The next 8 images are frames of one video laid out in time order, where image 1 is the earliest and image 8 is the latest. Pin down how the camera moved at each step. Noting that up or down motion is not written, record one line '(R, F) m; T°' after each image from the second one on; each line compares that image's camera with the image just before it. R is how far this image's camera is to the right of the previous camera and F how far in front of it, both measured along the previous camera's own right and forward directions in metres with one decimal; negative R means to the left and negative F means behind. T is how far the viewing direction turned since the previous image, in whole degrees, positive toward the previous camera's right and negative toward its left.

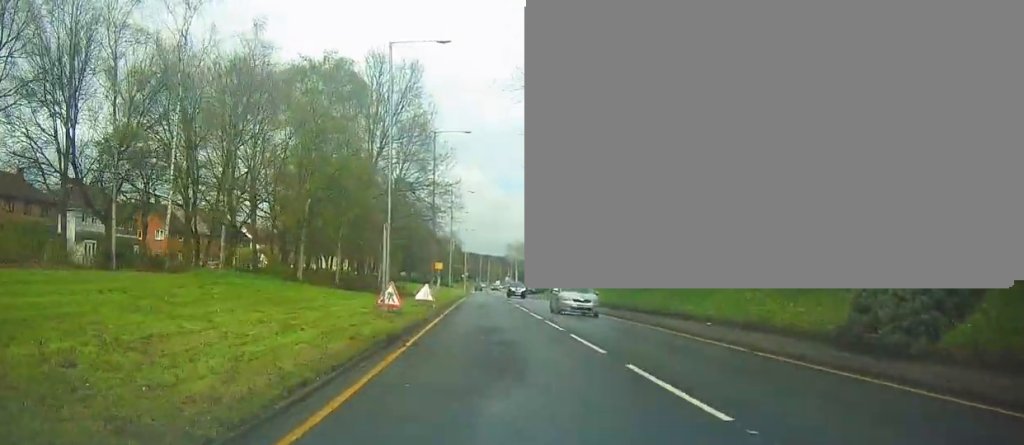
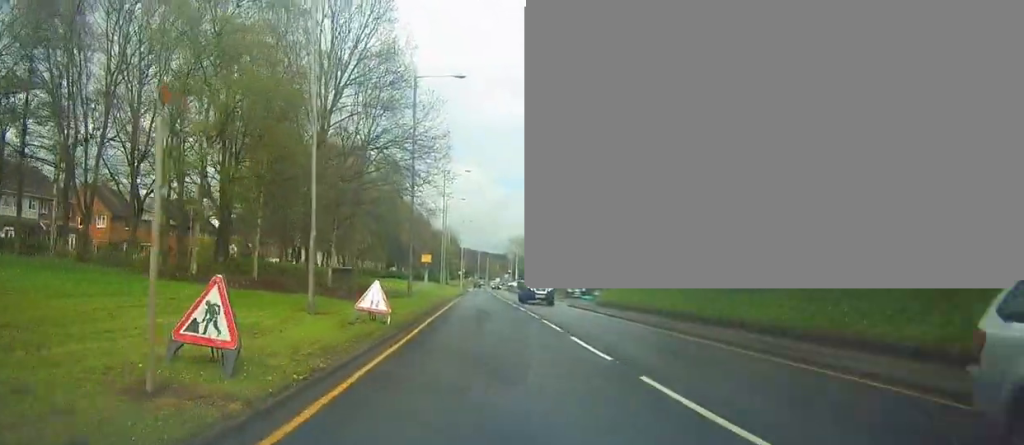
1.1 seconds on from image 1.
(+0.2, +13.0) m; +2°
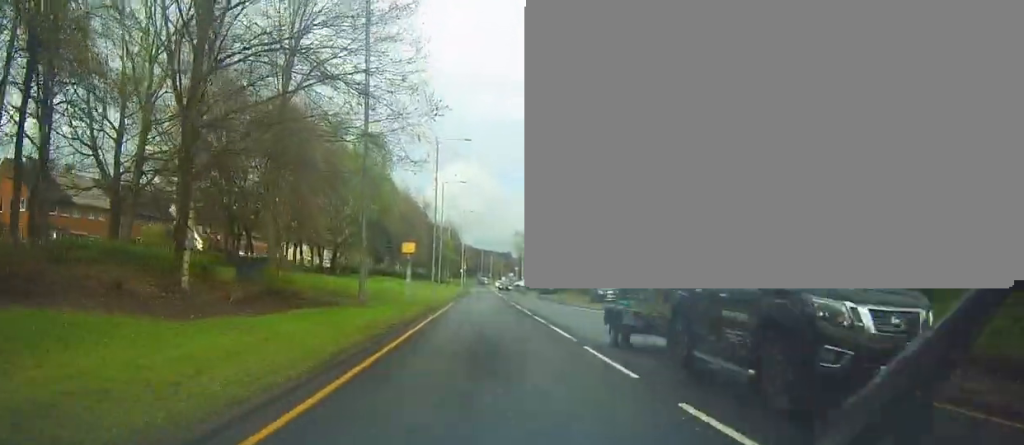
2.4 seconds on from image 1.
(0.0, +14.3) m; 0°
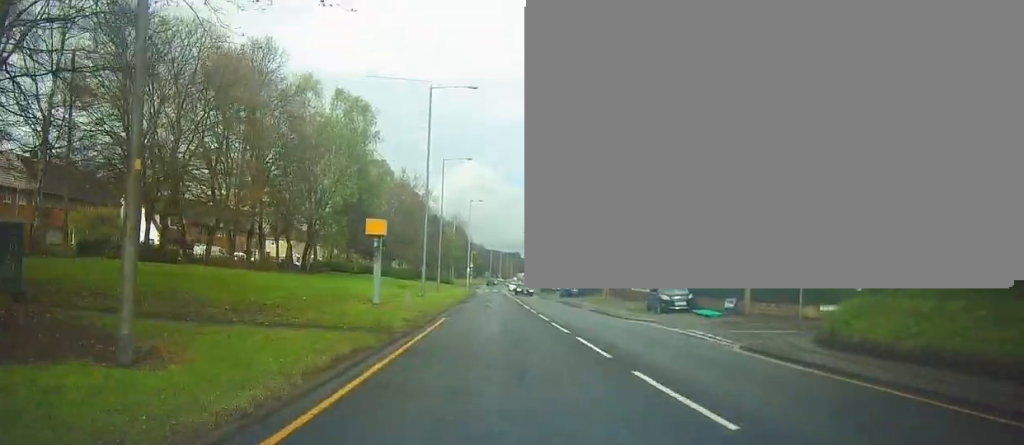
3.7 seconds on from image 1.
(-0.2, +14.7) m; -2°
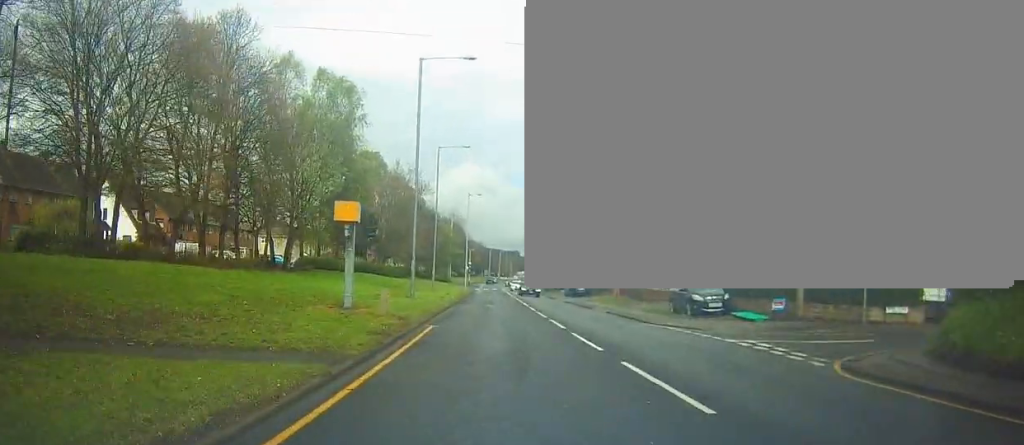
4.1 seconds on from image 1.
(-0.2, +5.1) m; 0°
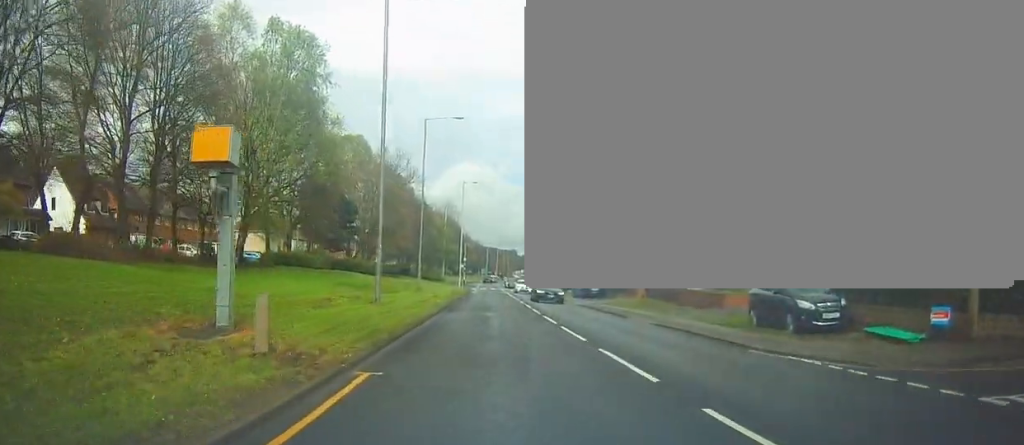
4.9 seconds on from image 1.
(+0.1, +9.8) m; +2°
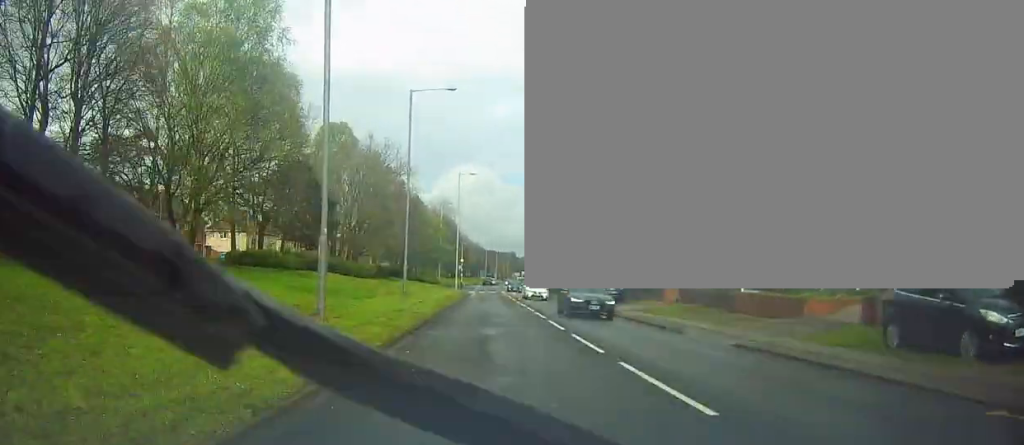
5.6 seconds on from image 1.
(+0.2, +7.9) m; +2°
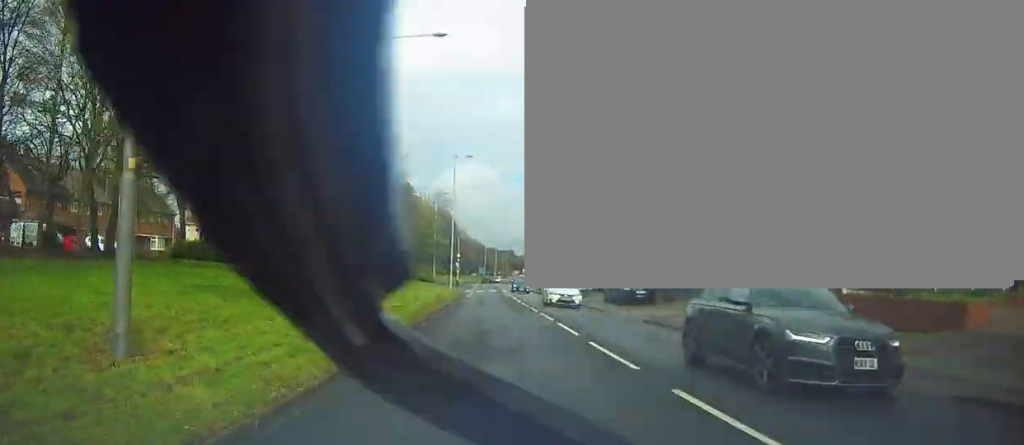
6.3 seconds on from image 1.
(+0.2, +8.6) m; -1°
